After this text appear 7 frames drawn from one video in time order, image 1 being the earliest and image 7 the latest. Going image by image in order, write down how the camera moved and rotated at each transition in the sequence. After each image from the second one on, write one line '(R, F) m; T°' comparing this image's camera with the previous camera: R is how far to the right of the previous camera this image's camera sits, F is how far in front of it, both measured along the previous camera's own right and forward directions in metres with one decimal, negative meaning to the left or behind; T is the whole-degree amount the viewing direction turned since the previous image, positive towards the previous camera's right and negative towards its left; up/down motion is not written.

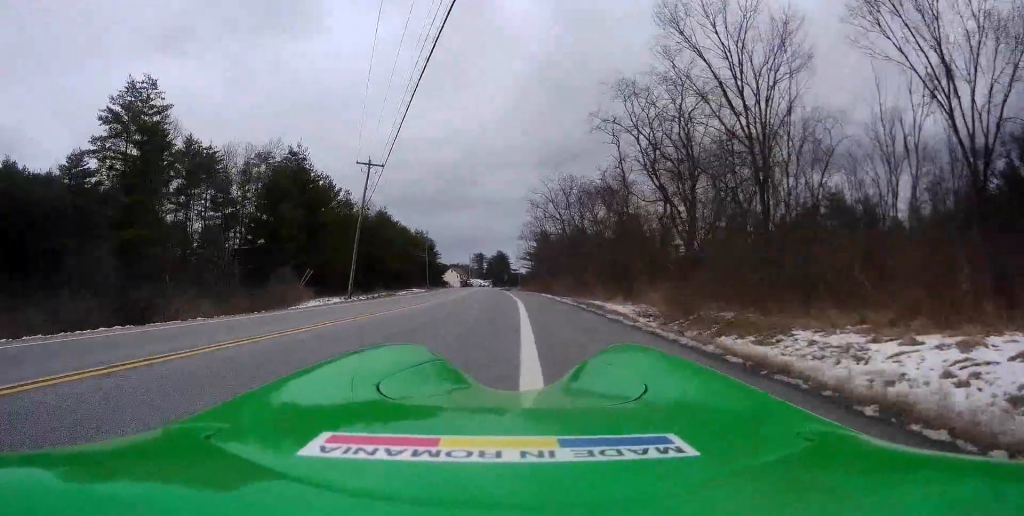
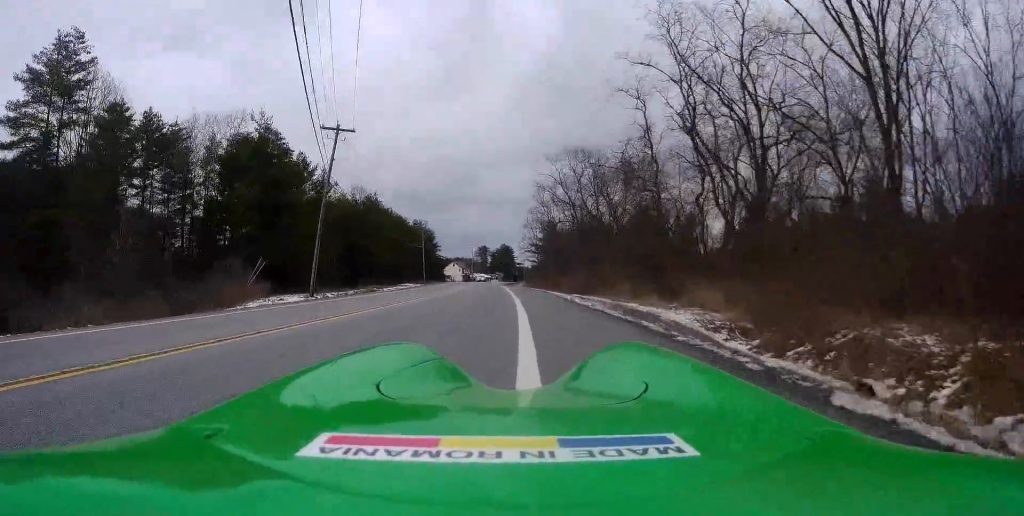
(+0.1, +10.3) m; -1°
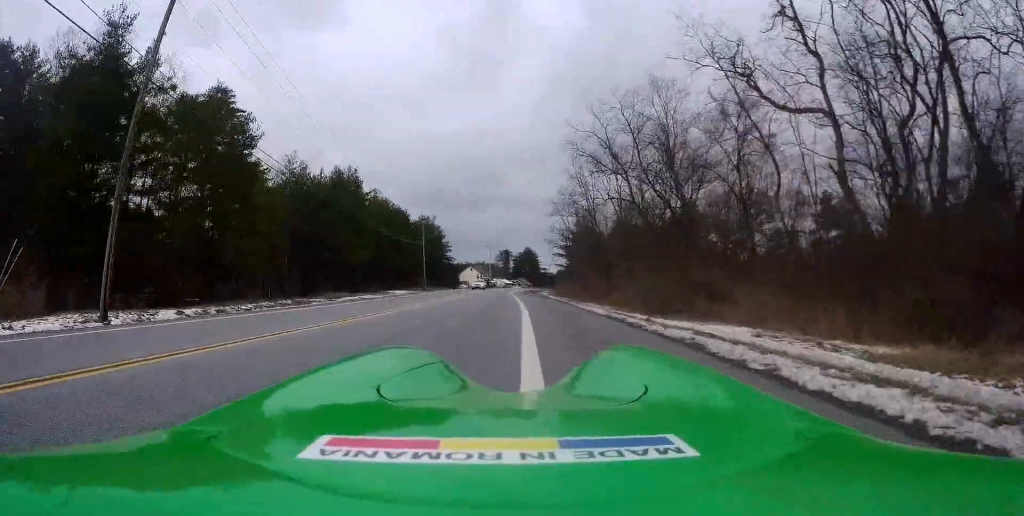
(-0.7, +23.8) m; -2°
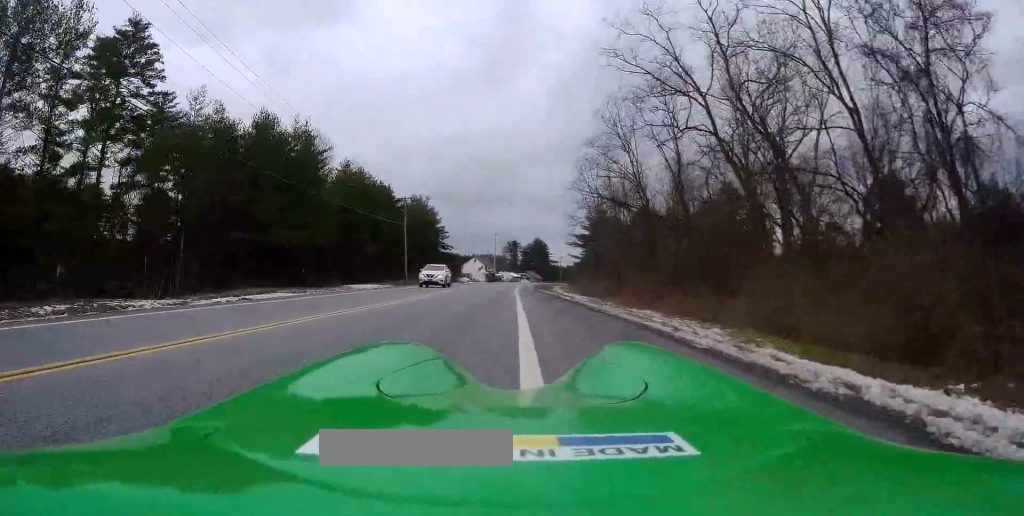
(-0.4, +19.9) m; -2°
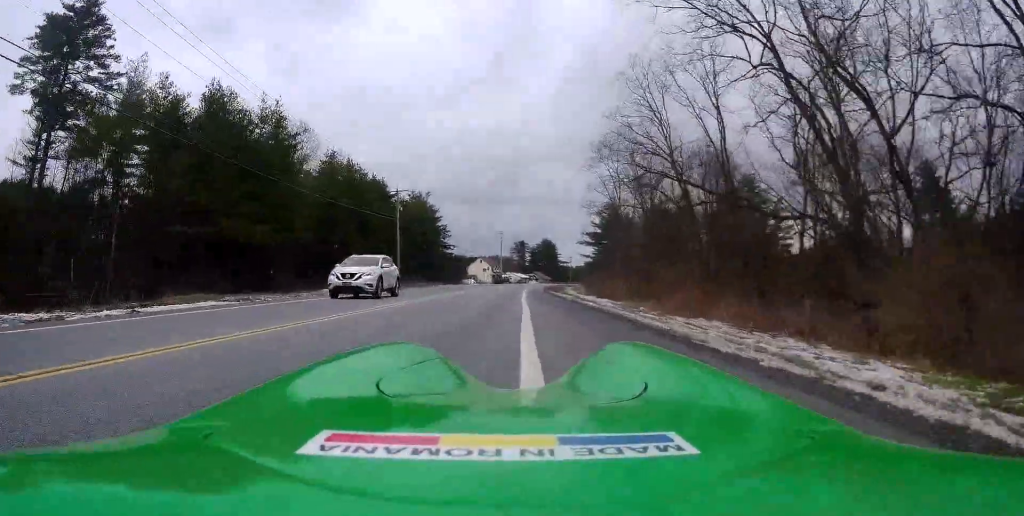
(-0.1, +8.3) m; 0°
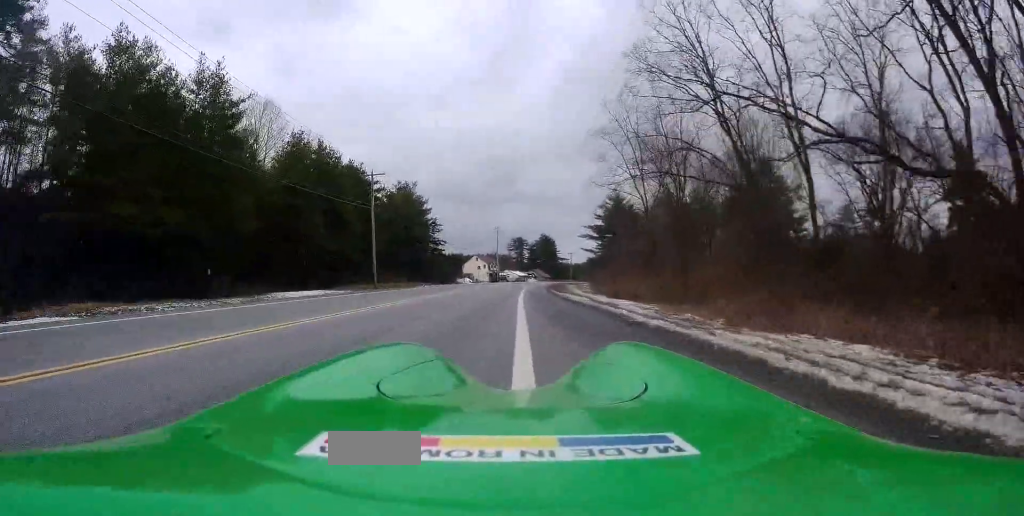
(-0.1, +9.0) m; +1°
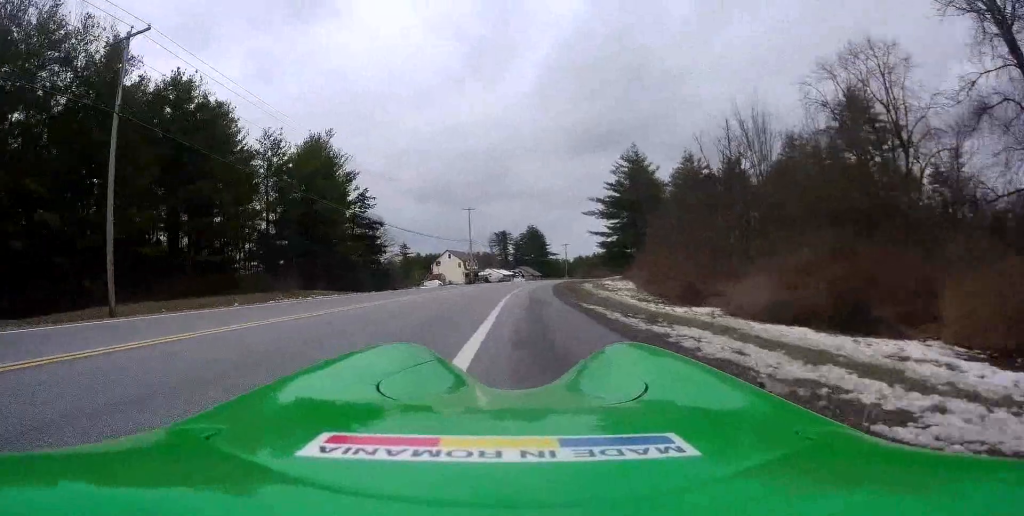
(+1.0, +34.4) m; -1°
